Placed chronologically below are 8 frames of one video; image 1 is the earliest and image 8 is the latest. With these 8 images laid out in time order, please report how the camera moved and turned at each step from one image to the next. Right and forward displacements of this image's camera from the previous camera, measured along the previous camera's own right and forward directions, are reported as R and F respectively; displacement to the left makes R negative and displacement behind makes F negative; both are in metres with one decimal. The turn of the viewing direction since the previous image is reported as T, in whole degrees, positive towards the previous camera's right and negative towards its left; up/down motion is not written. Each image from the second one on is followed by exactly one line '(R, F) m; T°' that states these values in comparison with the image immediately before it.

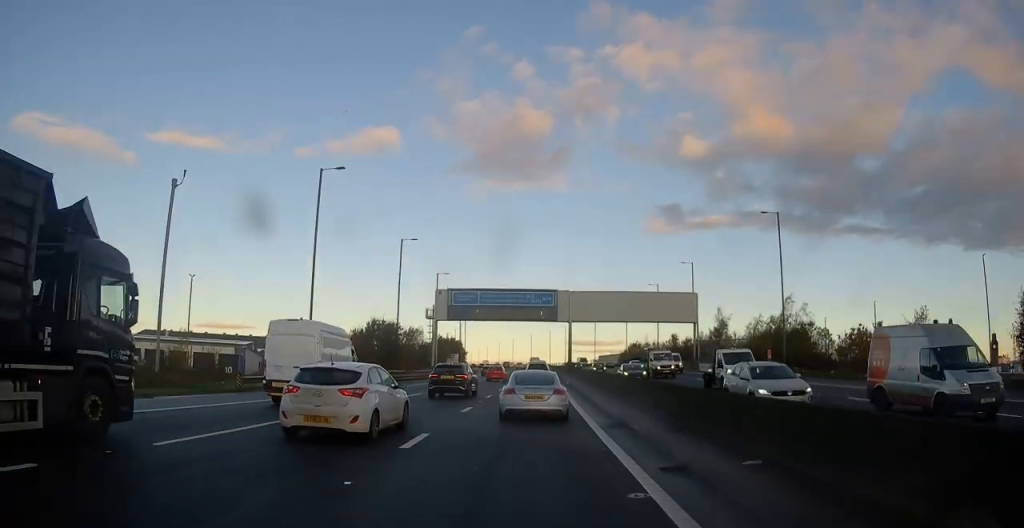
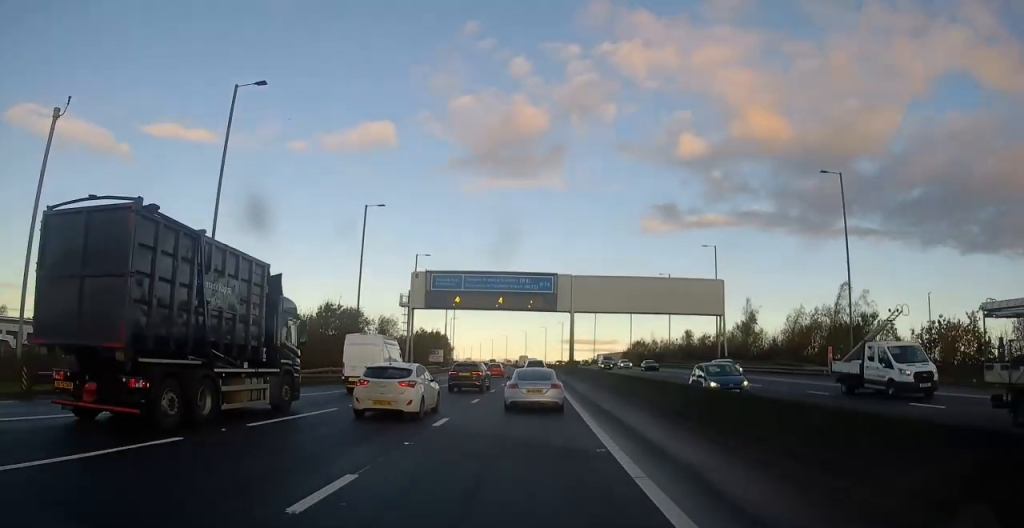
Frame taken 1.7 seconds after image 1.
(+0.2, +13.7) m; +1°
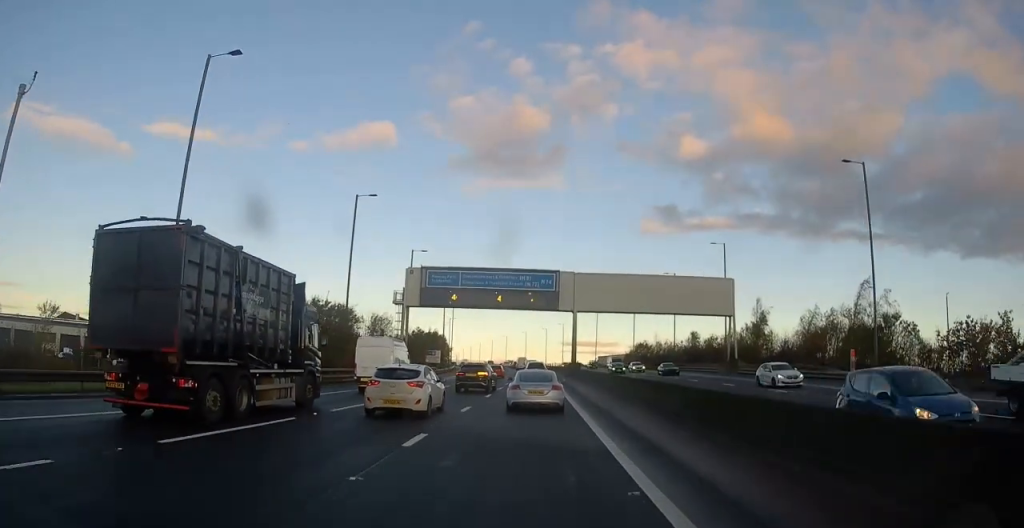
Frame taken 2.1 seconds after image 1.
(-0.1, +3.5) m; 0°
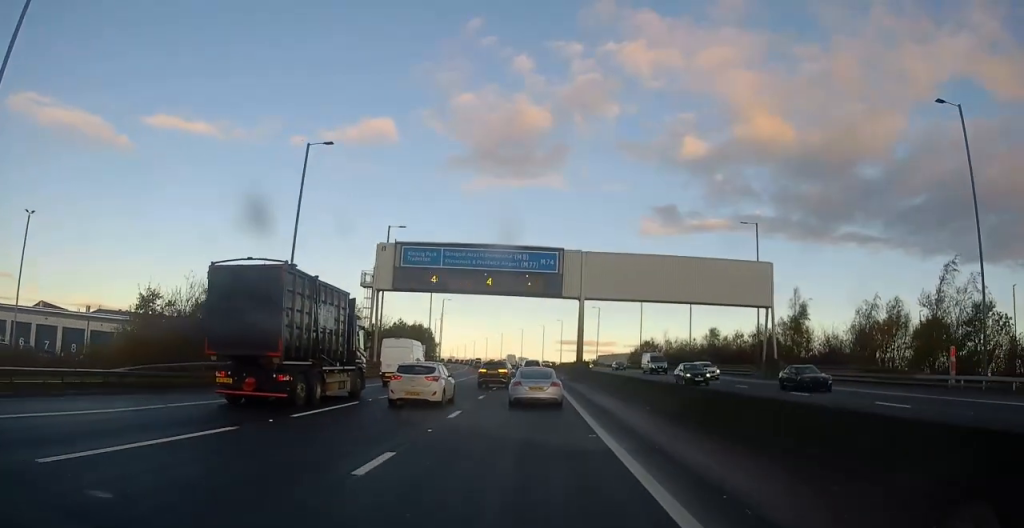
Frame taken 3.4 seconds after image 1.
(0.0, +11.7) m; 0°
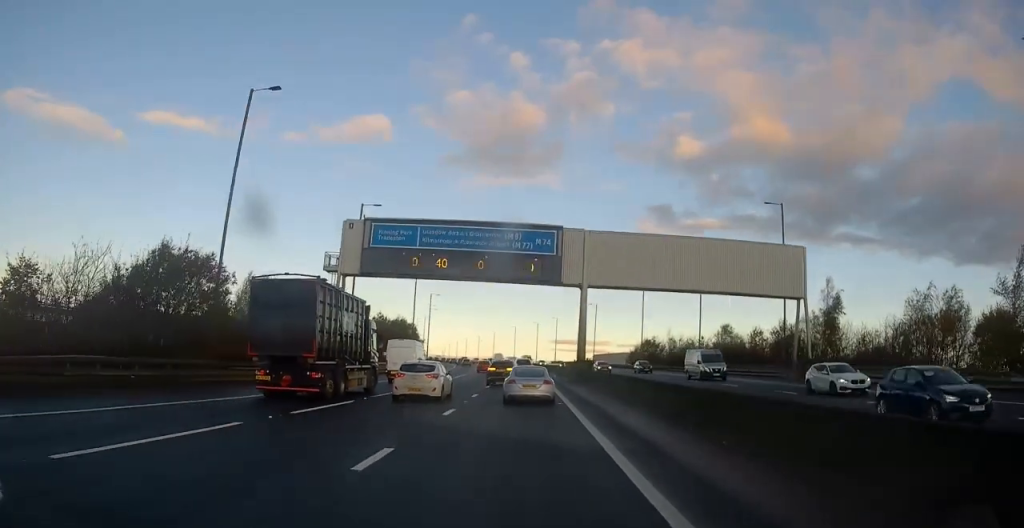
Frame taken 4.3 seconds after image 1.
(0.0, +8.4) m; 0°
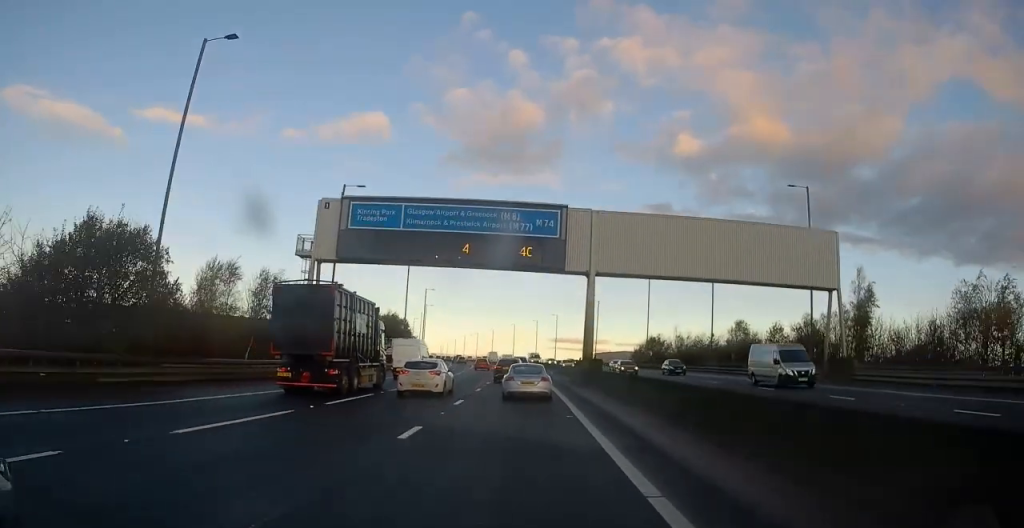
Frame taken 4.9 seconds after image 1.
(0.0, +5.6) m; 0°
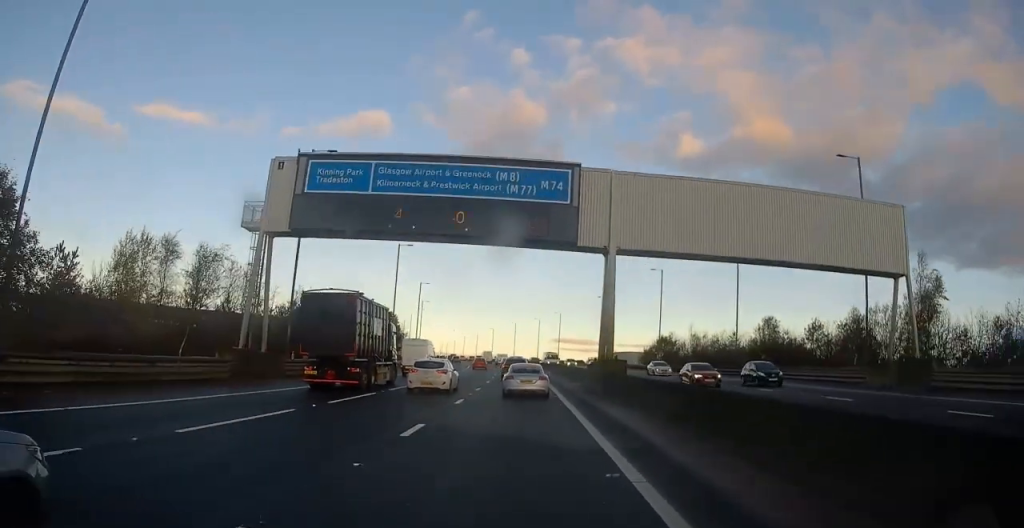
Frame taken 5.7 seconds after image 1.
(+0.1, +8.6) m; 0°
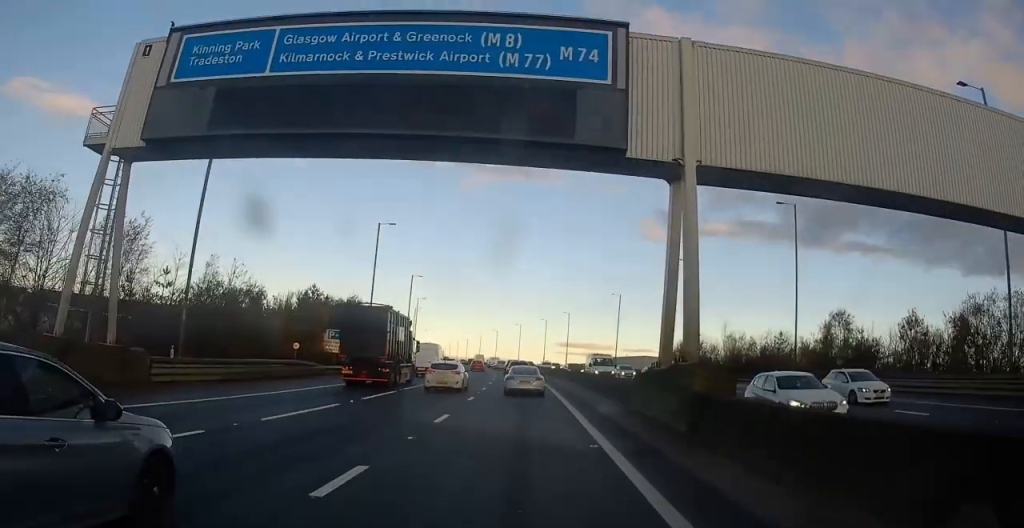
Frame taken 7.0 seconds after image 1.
(0.0, +14.1) m; 0°
